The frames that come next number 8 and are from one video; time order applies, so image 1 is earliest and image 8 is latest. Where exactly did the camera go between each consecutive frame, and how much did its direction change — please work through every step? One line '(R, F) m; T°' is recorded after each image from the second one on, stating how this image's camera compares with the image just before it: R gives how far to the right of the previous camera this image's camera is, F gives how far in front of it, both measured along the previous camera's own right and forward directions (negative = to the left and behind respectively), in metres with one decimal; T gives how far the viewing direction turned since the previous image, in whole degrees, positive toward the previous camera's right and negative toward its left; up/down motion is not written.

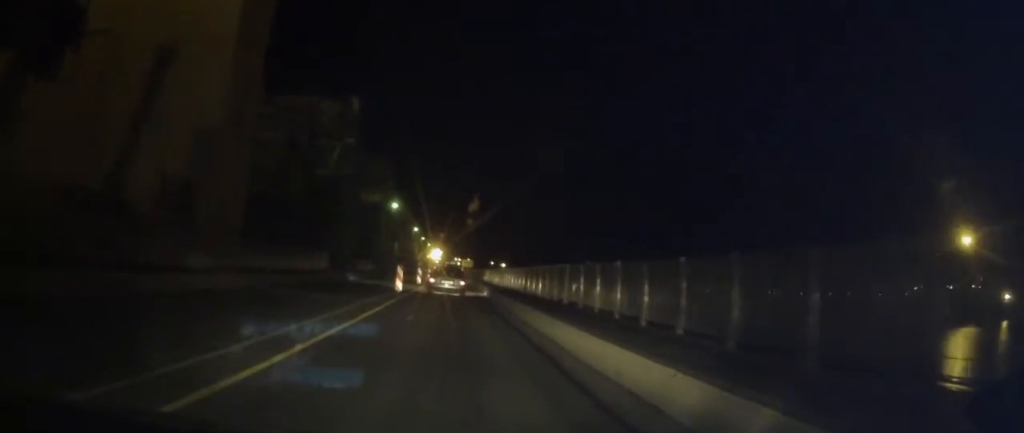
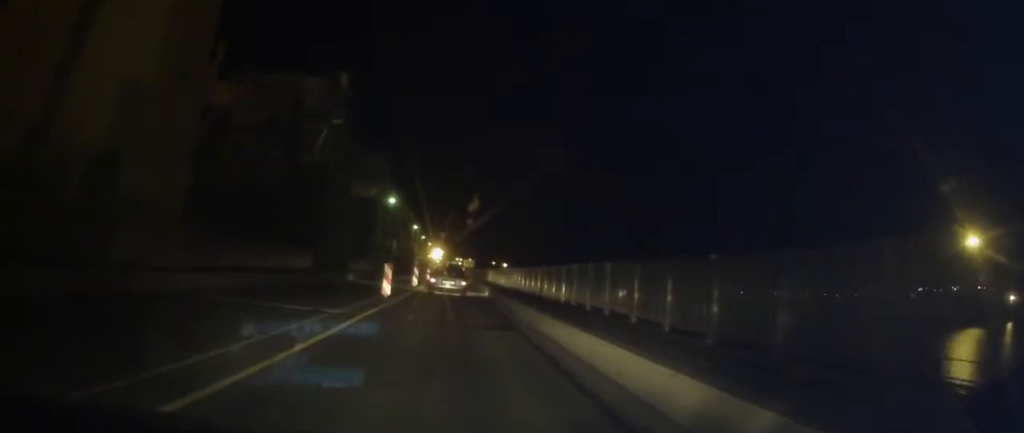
(+0.1, +5.3) m; +1°
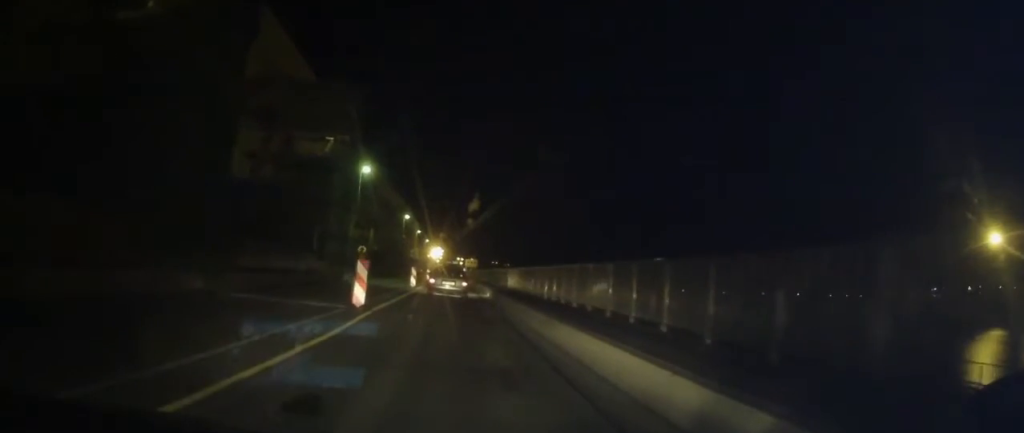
(-0.3, +22.6) m; -2°
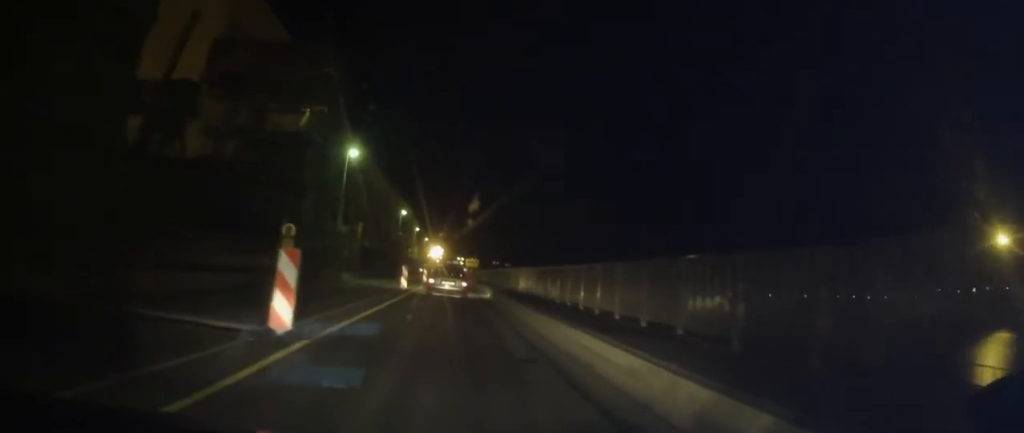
(0.0, +7.0) m; 0°
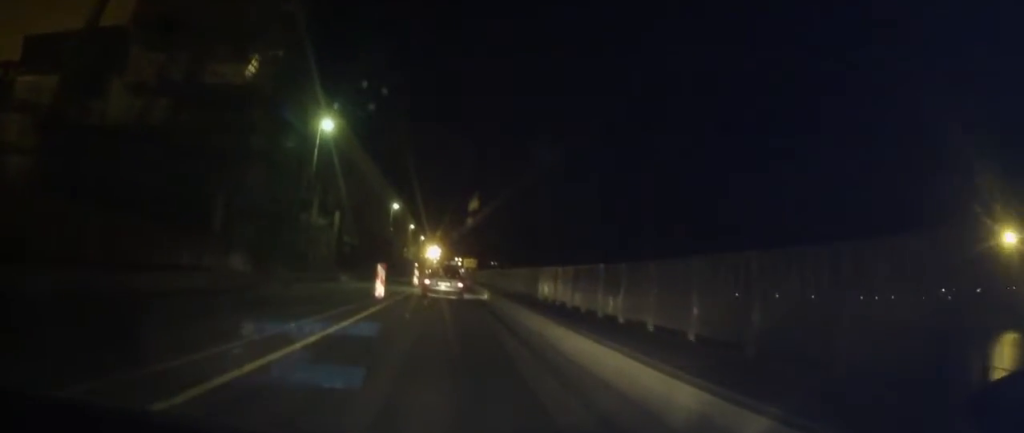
(+0.1, +8.8) m; +1°
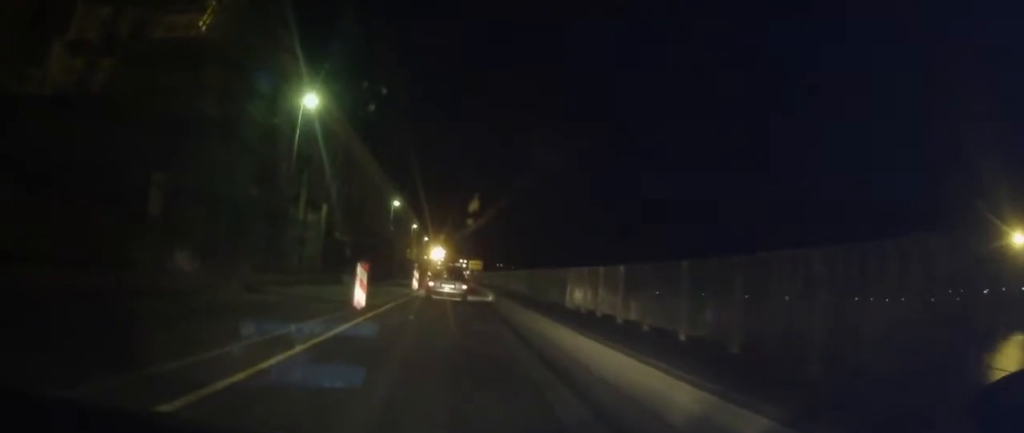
(0.0, +5.4) m; 0°
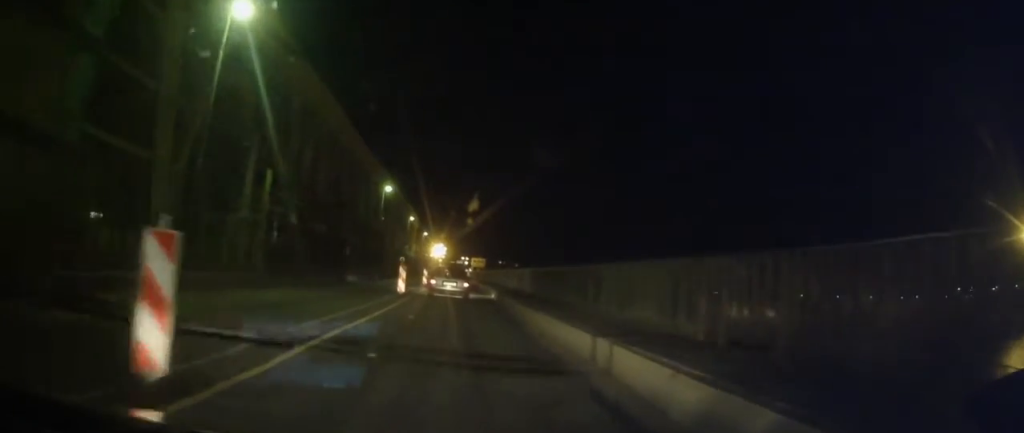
(0.0, +11.1) m; 0°
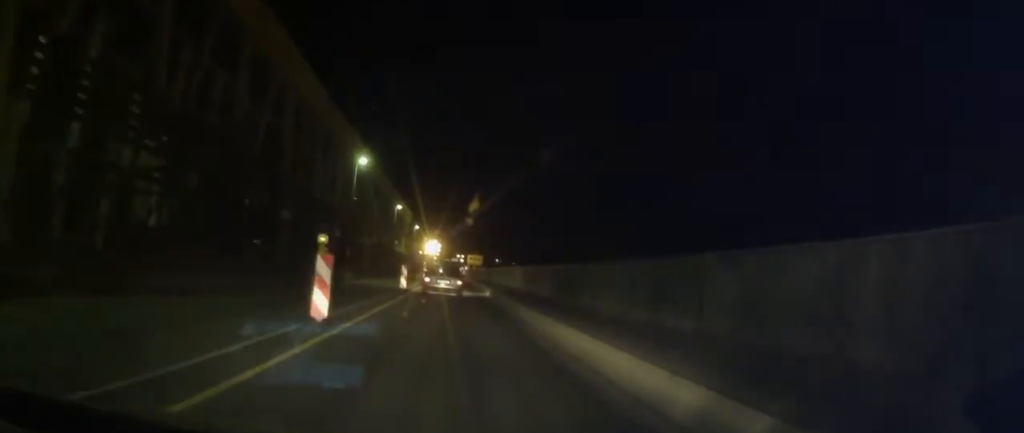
(0.0, +14.5) m; 0°
